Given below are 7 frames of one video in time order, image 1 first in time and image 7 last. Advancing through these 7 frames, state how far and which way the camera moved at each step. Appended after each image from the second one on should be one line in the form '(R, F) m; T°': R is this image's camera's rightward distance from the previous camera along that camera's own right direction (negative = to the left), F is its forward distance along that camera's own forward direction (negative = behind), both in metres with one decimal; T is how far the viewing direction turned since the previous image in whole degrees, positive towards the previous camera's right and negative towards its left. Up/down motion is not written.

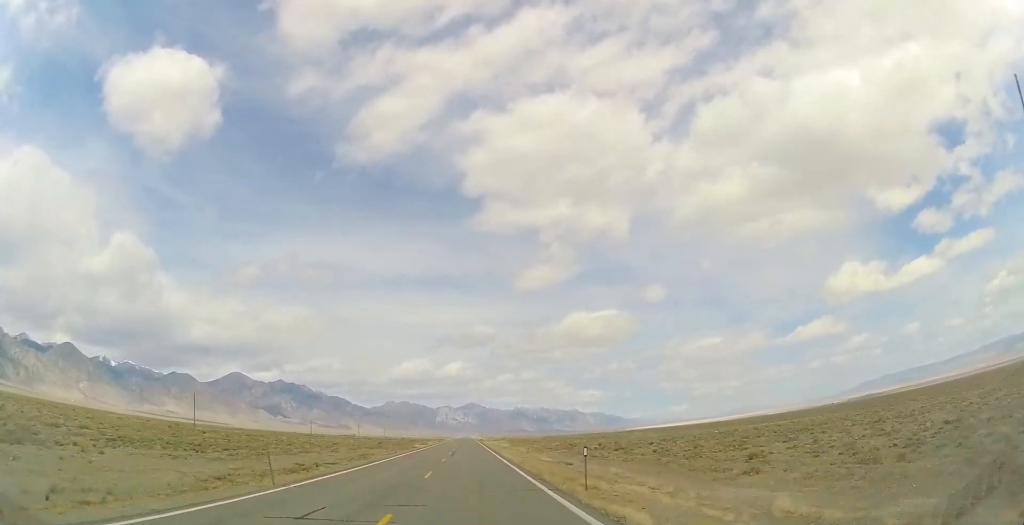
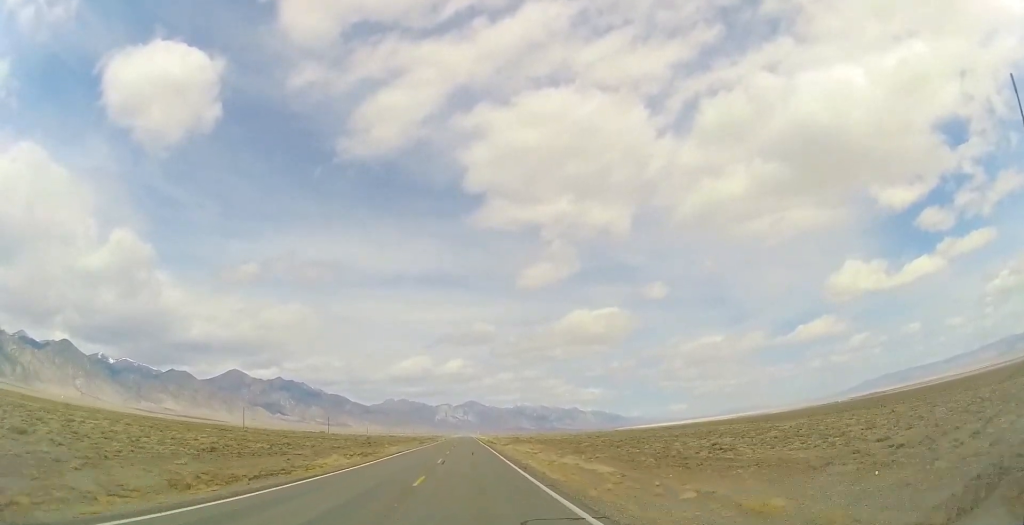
(+0.4, +64.4) m; 0°
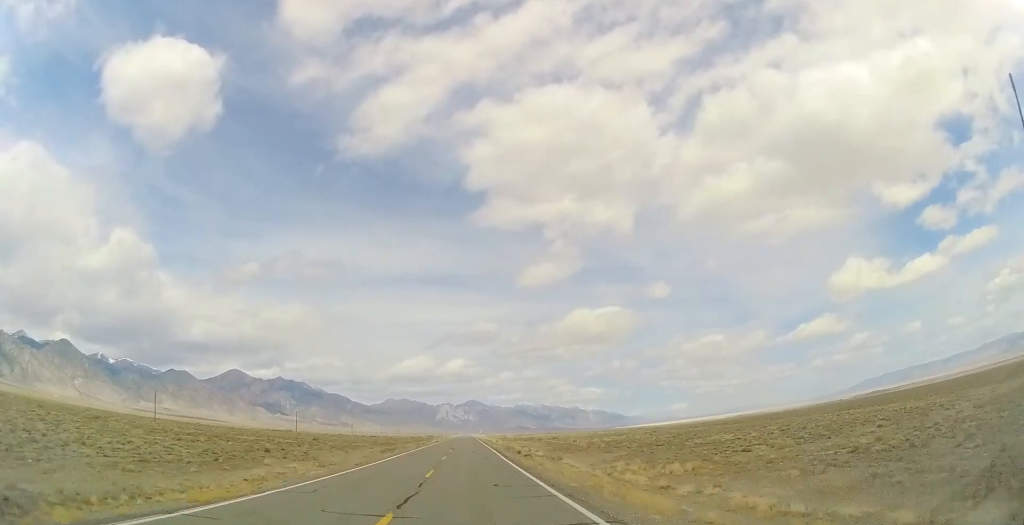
(0.0, +45.8) m; 0°
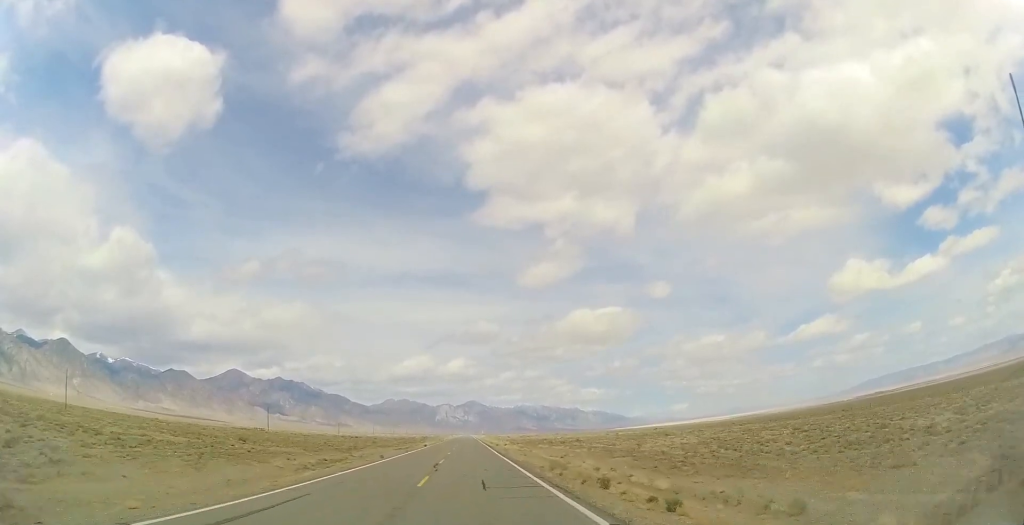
(0.0, +27.9) m; 0°
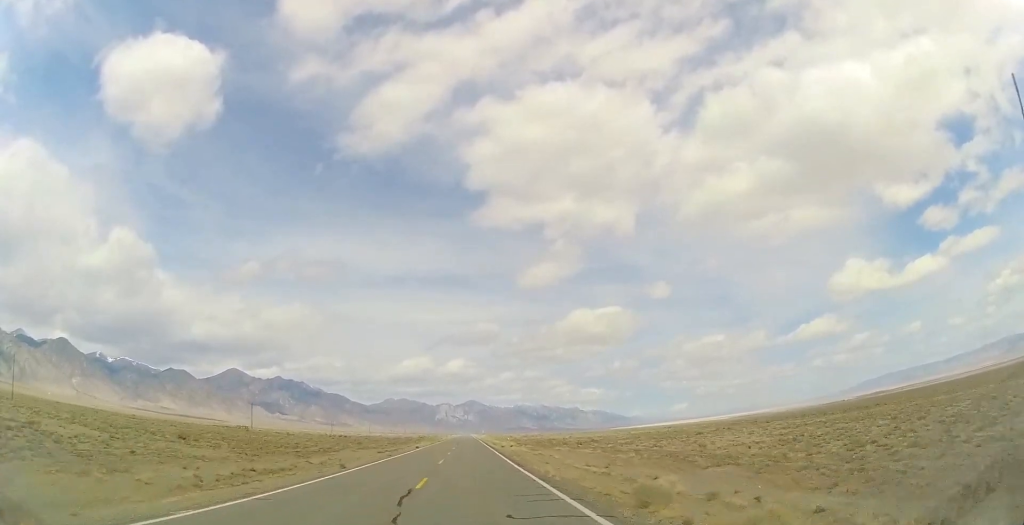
(0.0, +12.8) m; 0°
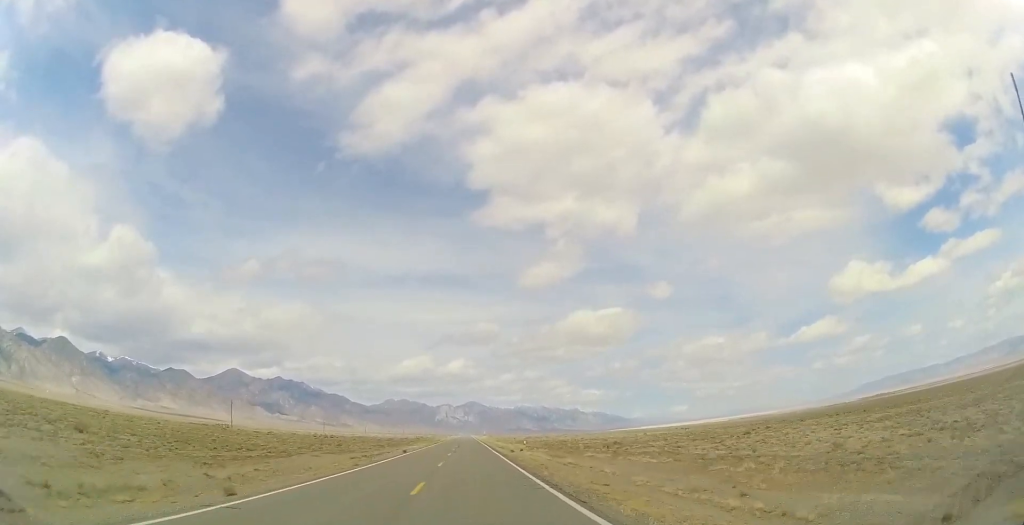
(0.0, +13.6) m; 0°
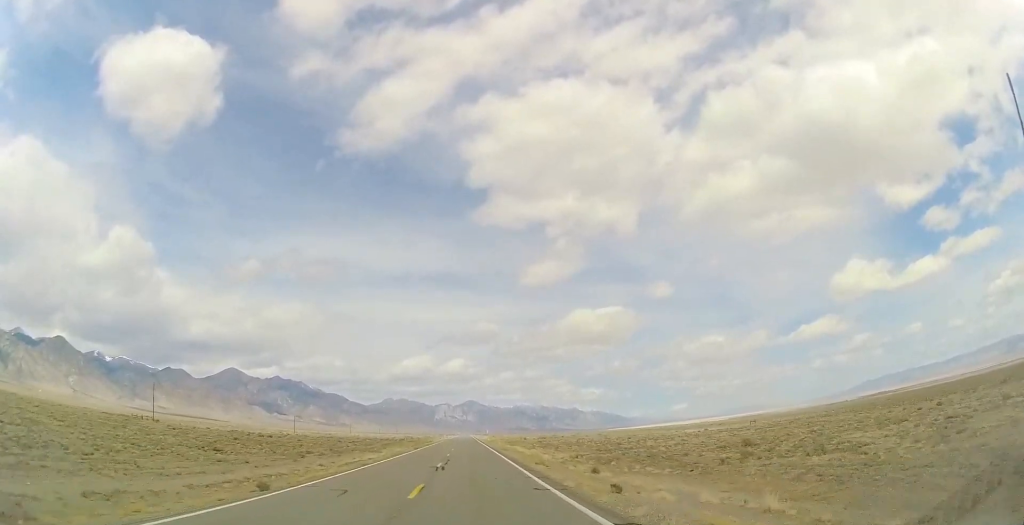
(-0.4, +37.2) m; 0°
